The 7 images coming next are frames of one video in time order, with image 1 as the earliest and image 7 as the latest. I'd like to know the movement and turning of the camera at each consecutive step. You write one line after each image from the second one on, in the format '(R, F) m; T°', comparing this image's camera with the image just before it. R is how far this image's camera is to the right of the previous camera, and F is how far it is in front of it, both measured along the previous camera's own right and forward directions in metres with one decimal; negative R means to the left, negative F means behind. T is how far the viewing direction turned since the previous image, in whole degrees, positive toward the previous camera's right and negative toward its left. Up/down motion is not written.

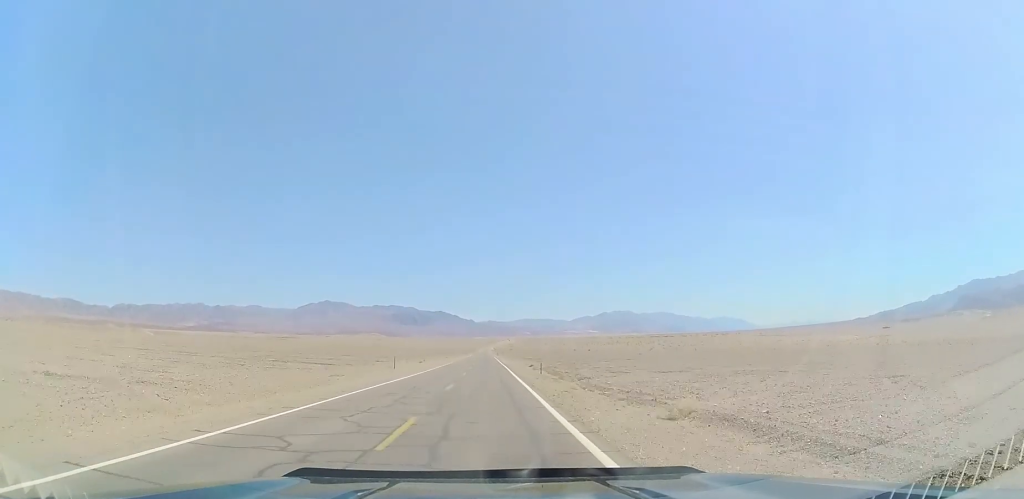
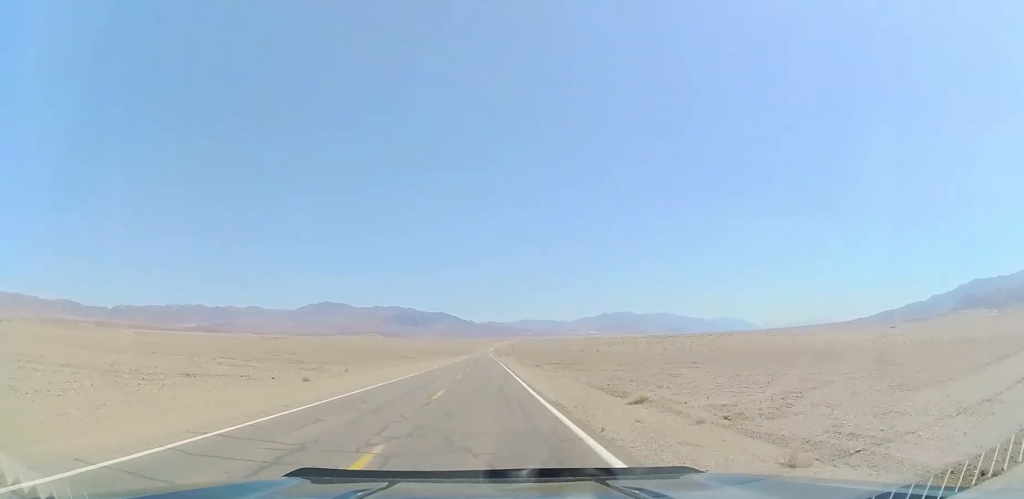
(+0.1, +48.8) m; 0°
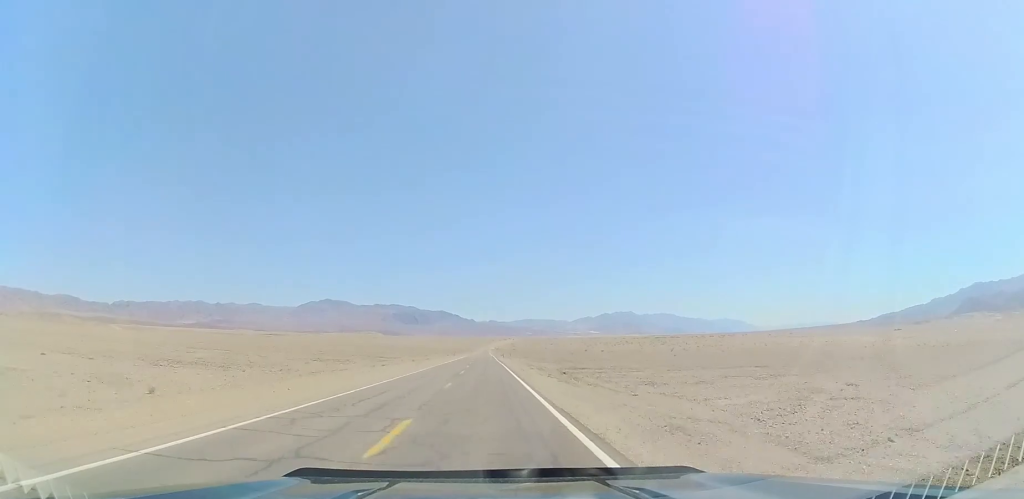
(-0.2, +25.0) m; -1°
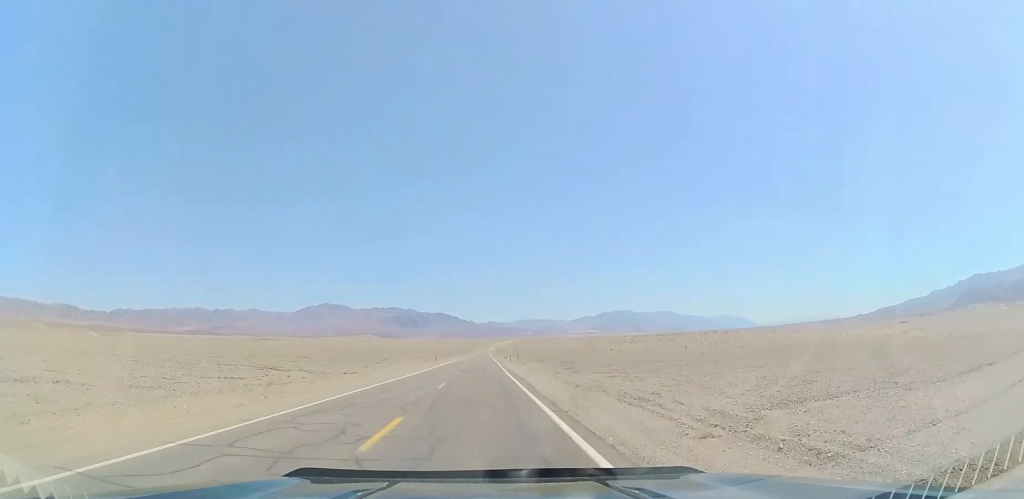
(-0.6, +43.3) m; 0°
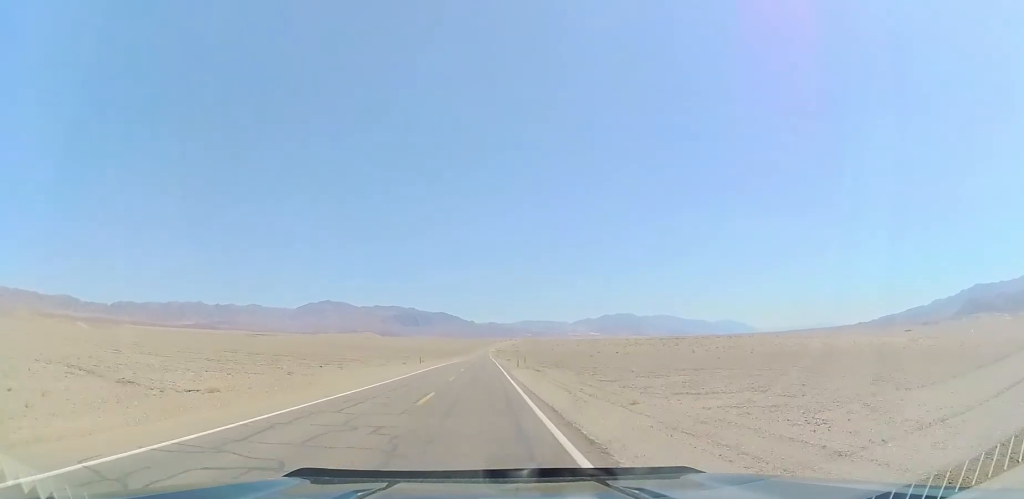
(+0.4, +20.6) m; 0°
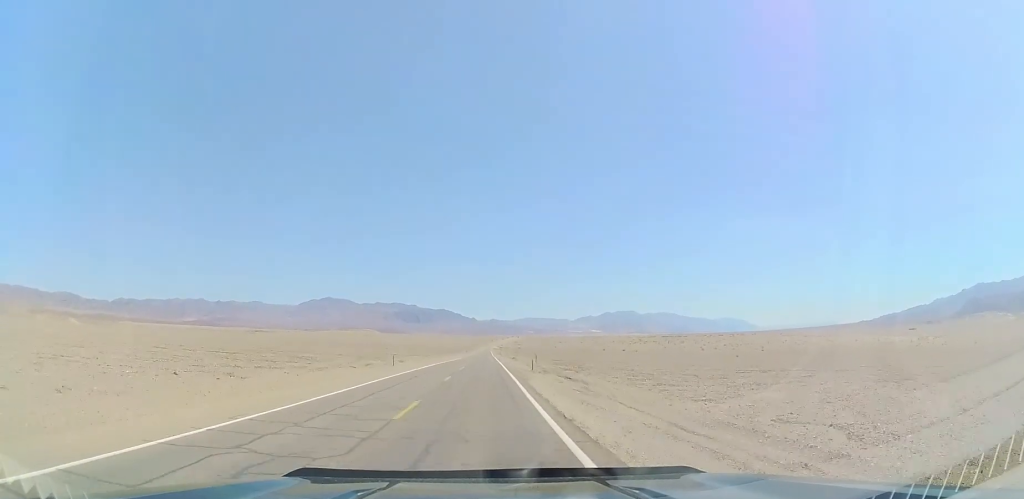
(+0.1, +19.5) m; 0°
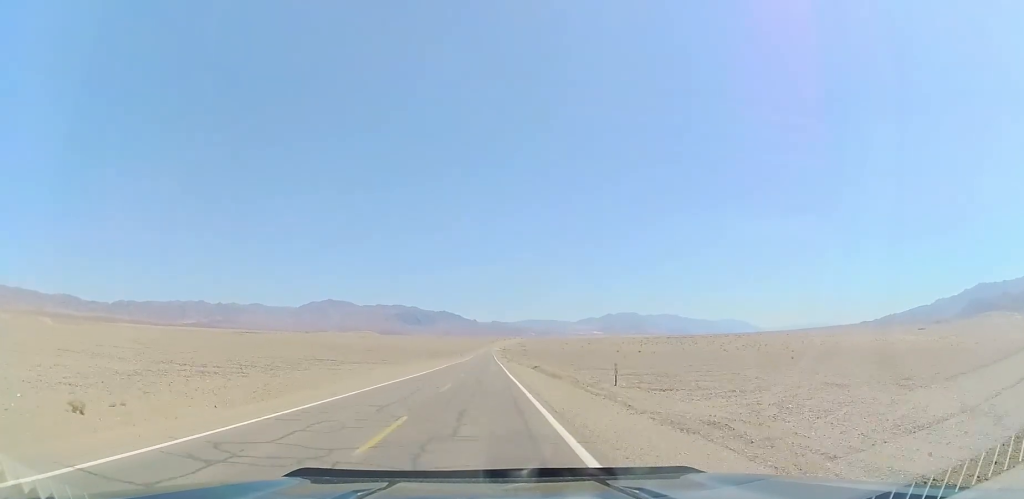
(0.0, +47.6) m; 0°
